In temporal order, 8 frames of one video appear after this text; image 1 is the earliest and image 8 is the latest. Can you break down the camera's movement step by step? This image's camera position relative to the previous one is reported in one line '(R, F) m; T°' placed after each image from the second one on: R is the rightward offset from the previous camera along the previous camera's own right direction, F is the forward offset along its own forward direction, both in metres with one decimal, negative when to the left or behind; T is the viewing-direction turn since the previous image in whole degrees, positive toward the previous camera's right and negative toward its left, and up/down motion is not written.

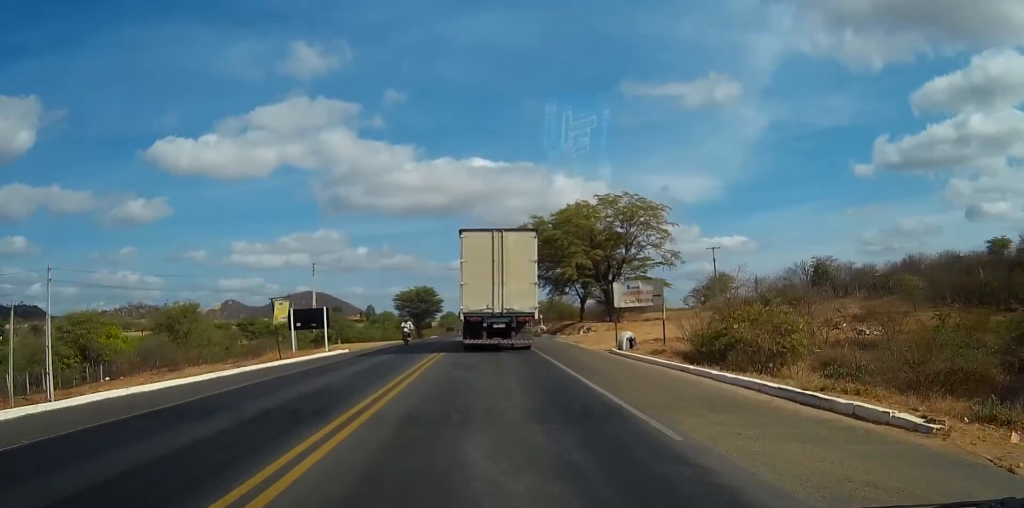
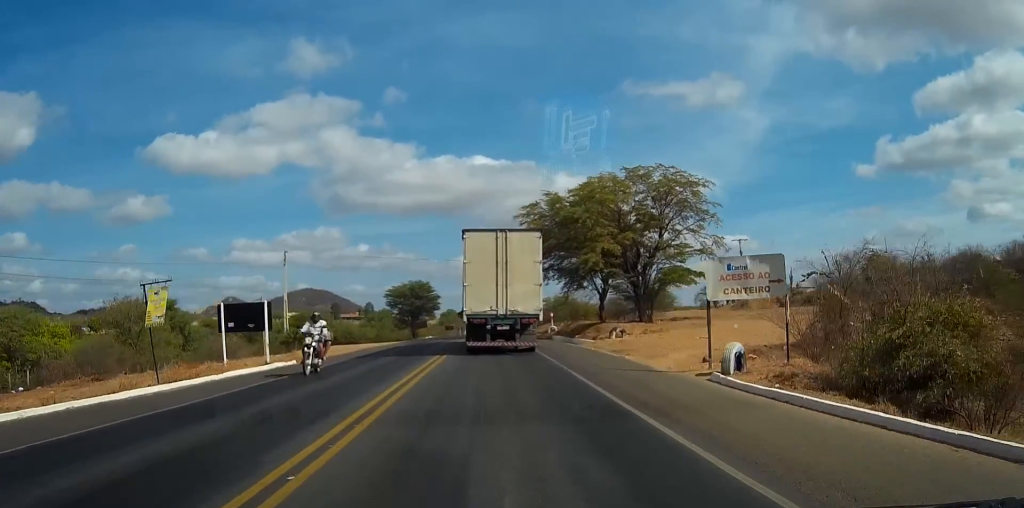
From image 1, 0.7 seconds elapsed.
(-0.1, +12.4) m; 0°
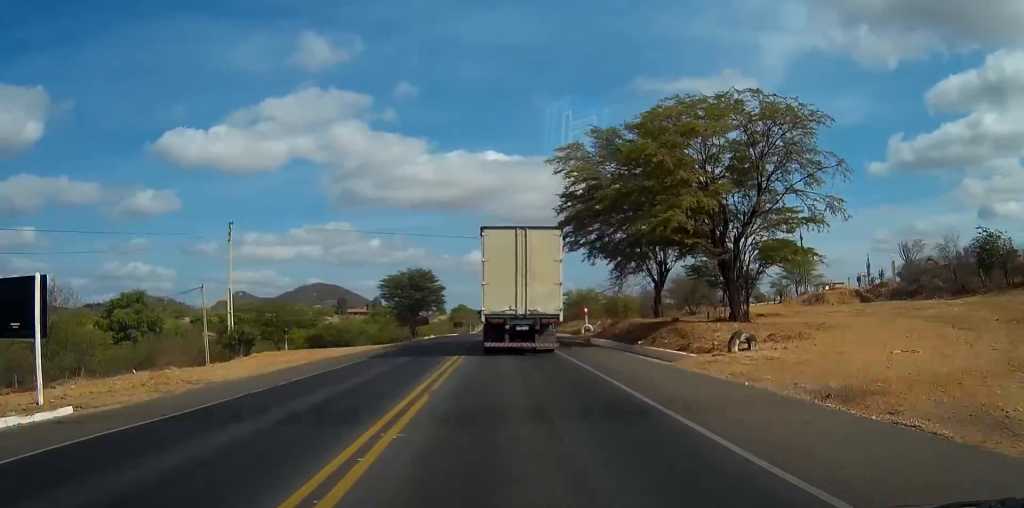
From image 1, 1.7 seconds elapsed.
(-0.1, +18.0) m; 0°
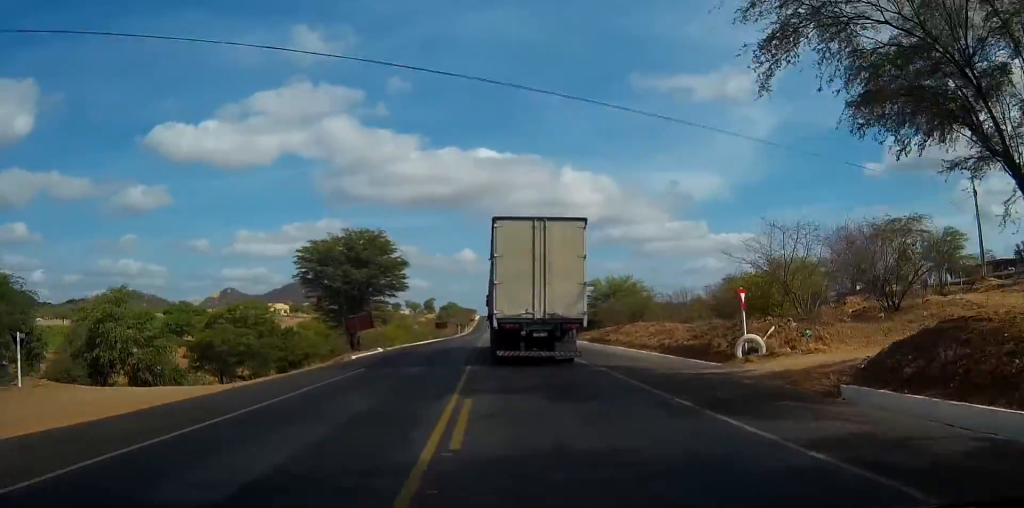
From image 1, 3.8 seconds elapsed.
(-0.1, +38.0) m; 0°
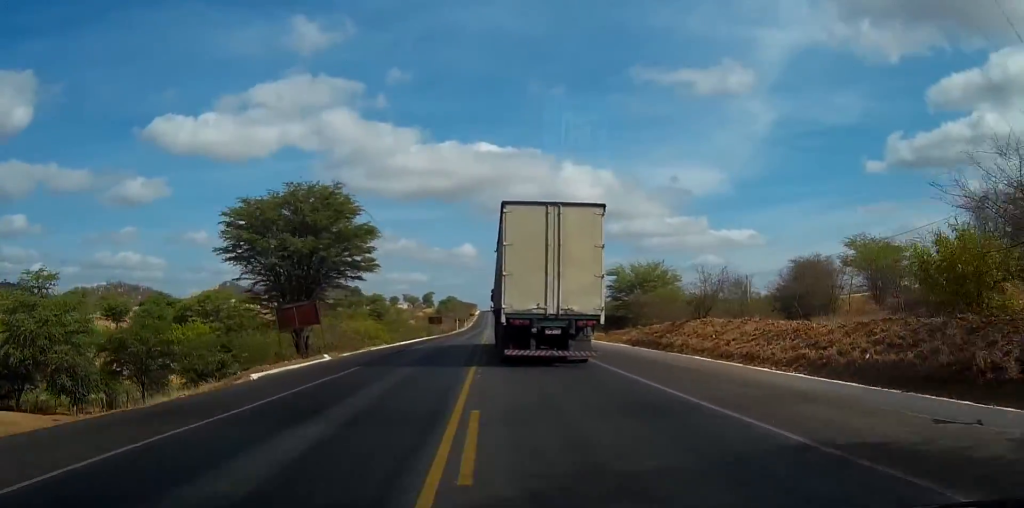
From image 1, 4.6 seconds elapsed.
(0.0, +15.4) m; 0°
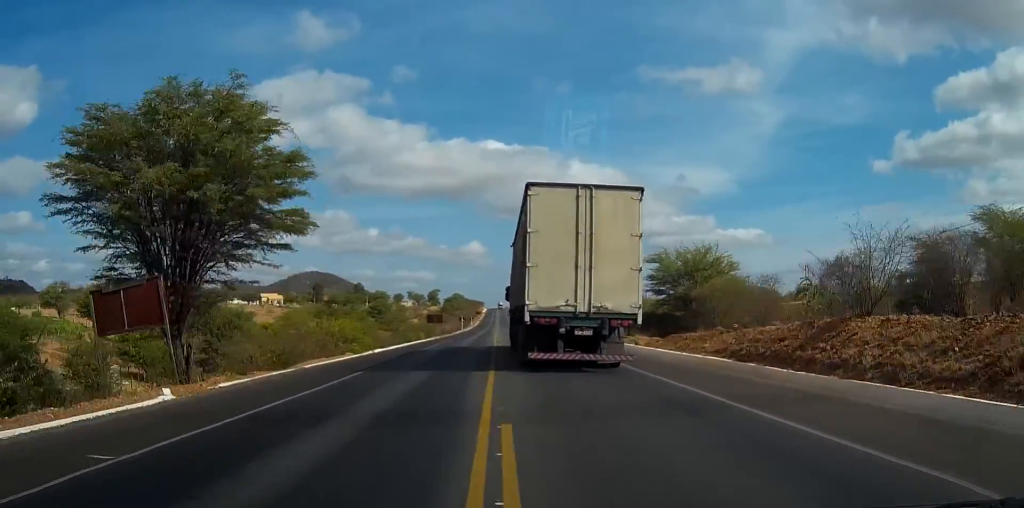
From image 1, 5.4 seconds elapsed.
(+0.1, +15.8) m; 0°
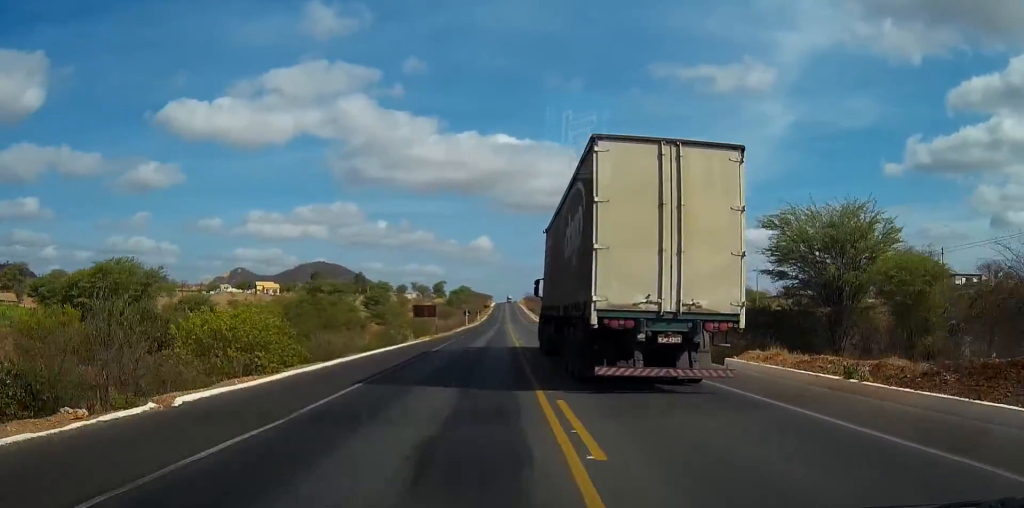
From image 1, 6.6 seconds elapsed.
(-0.2, +24.9) m; -1°
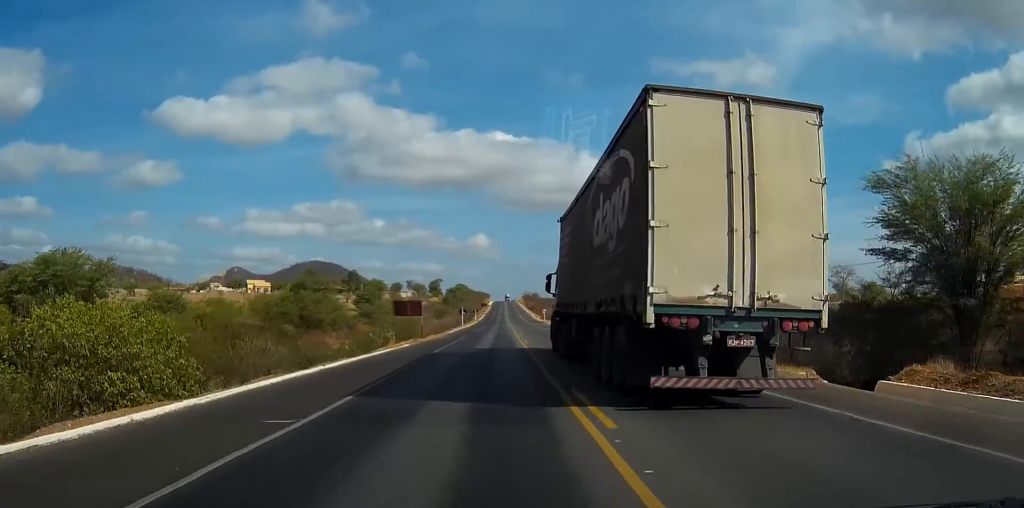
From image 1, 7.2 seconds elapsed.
(-0.1, +12.2) m; 0°
